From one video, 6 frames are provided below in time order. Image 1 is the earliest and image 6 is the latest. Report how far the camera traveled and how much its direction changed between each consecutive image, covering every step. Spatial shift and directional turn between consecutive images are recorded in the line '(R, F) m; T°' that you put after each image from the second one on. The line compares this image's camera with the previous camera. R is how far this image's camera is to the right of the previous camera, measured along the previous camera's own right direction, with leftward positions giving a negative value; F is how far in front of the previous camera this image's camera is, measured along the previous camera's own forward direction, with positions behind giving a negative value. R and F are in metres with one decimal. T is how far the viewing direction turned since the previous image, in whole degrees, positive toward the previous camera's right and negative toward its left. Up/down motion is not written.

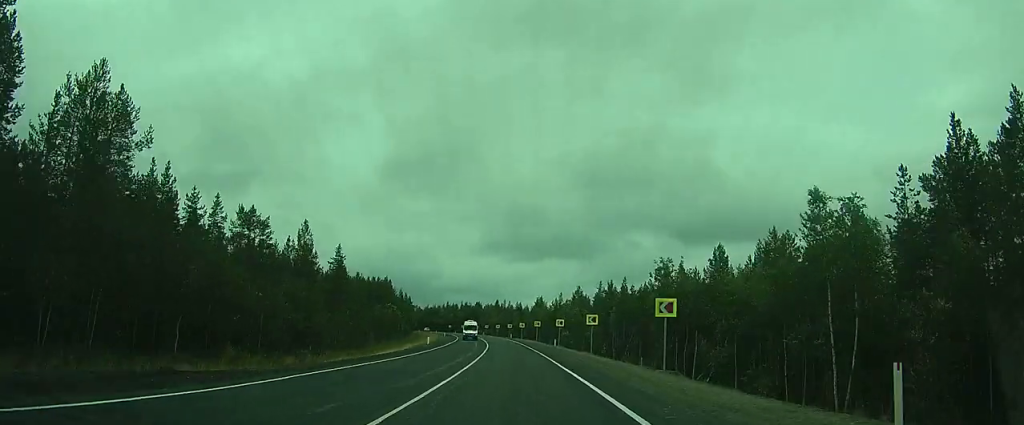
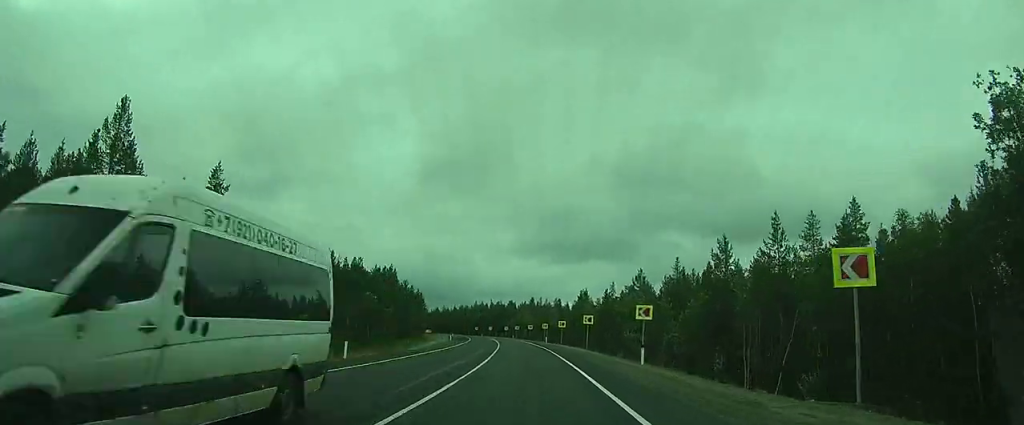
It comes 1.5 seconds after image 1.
(0.0, +33.9) m; 0°
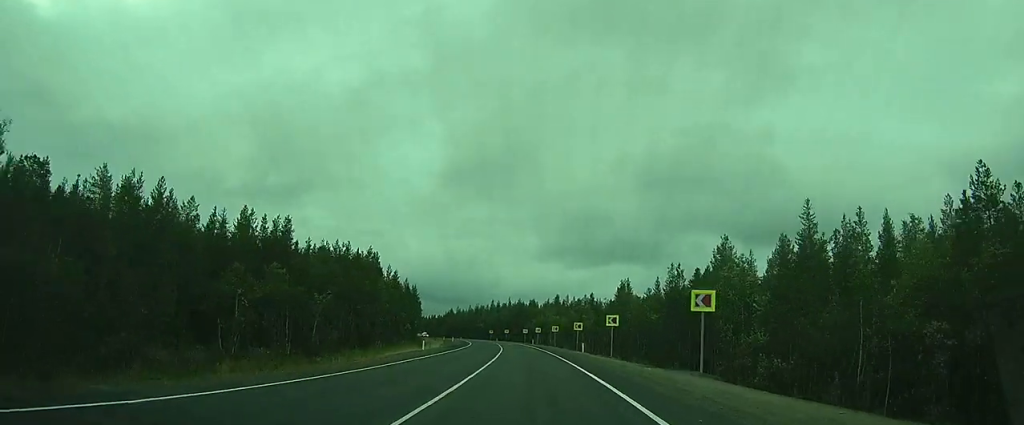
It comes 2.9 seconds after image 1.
(0.0, +30.0) m; 0°
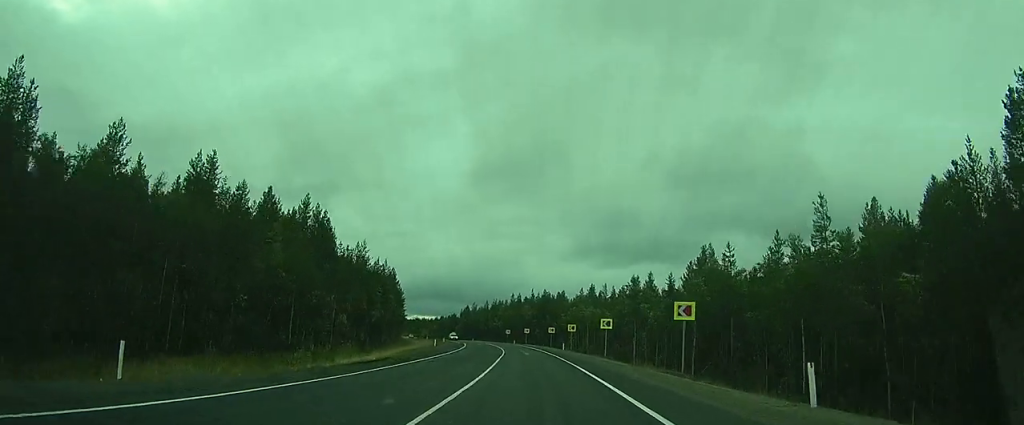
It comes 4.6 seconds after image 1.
(0.0, +34.0) m; 0°
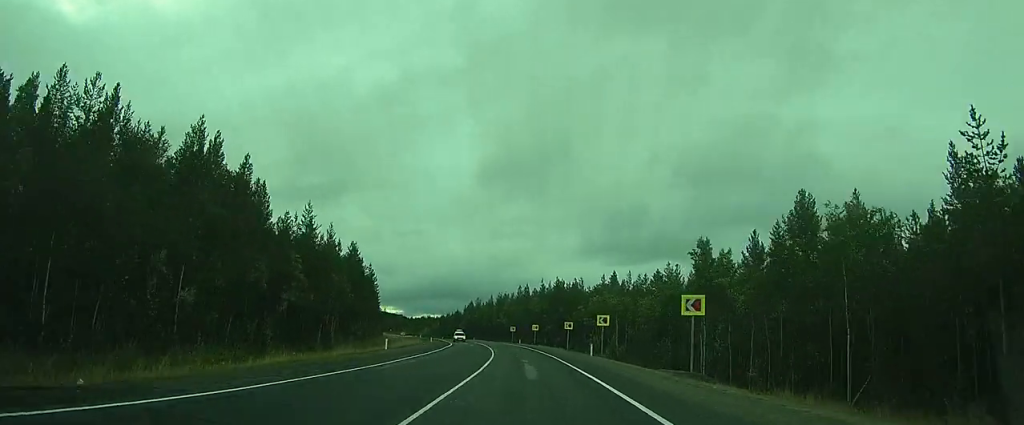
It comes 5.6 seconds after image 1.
(0.0, +19.9) m; -1°
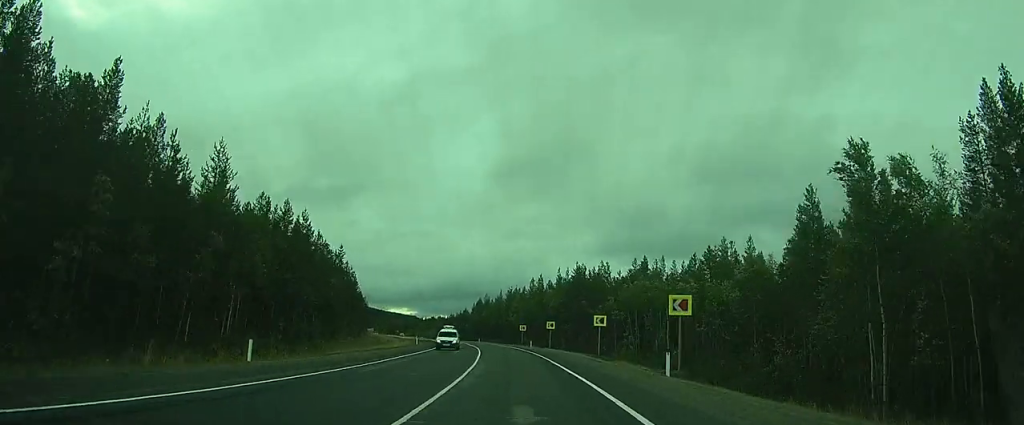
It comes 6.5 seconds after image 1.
(-0.1, +16.4) m; -4°
